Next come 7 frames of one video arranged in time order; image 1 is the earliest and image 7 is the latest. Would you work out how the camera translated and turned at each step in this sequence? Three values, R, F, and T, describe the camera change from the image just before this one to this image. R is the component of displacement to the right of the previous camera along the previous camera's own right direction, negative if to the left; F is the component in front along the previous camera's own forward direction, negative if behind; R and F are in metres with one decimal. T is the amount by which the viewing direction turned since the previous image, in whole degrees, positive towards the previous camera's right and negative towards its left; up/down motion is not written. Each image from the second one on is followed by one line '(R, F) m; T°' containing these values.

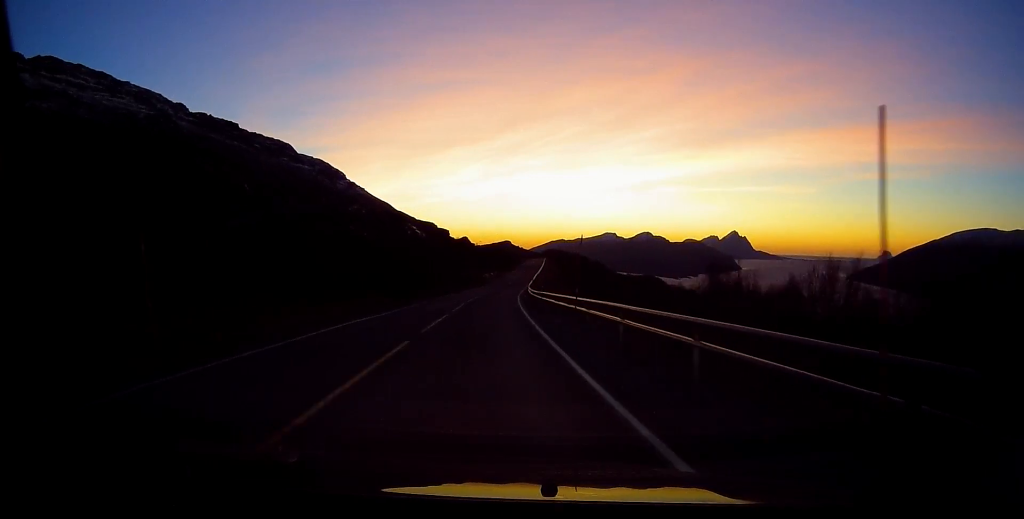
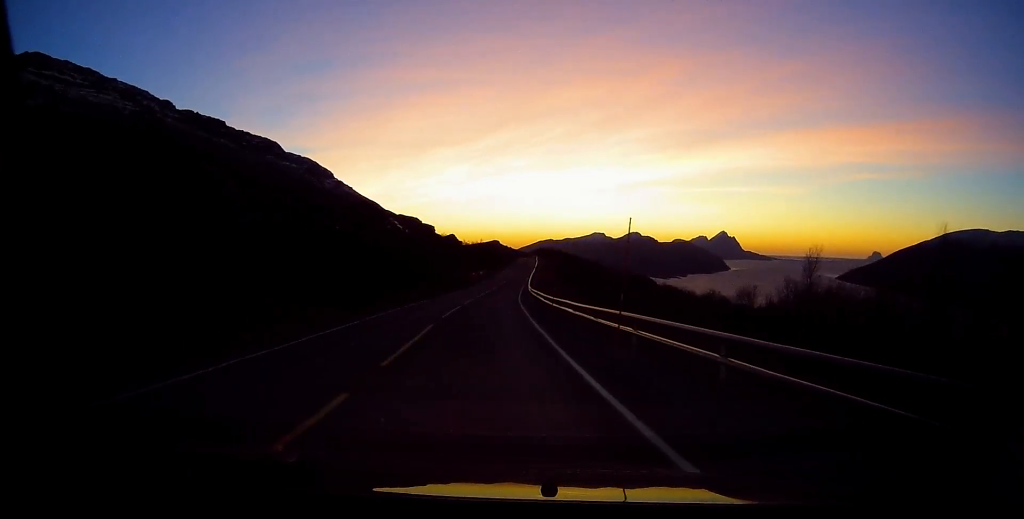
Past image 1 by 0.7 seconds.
(+0.3, +16.6) m; +1°
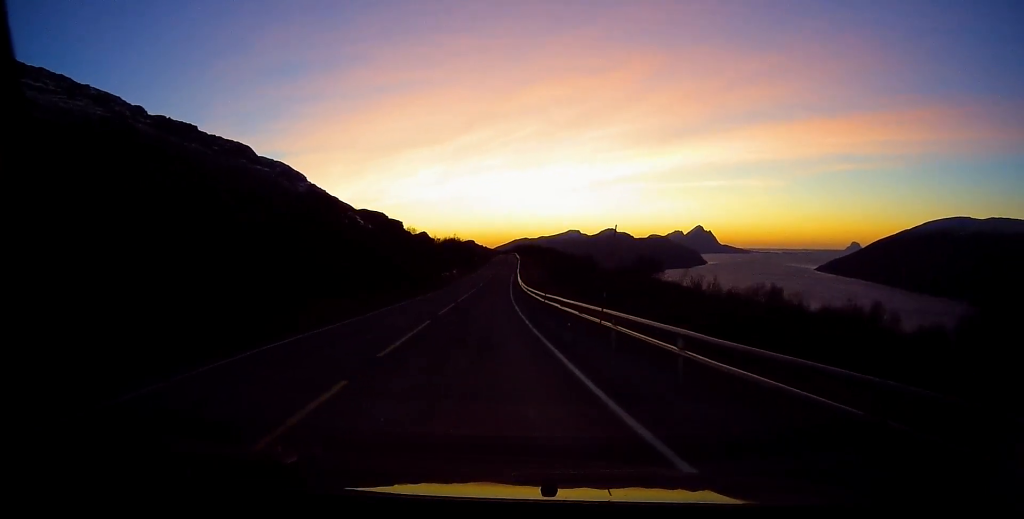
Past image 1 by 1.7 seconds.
(+0.1, +22.7) m; +1°
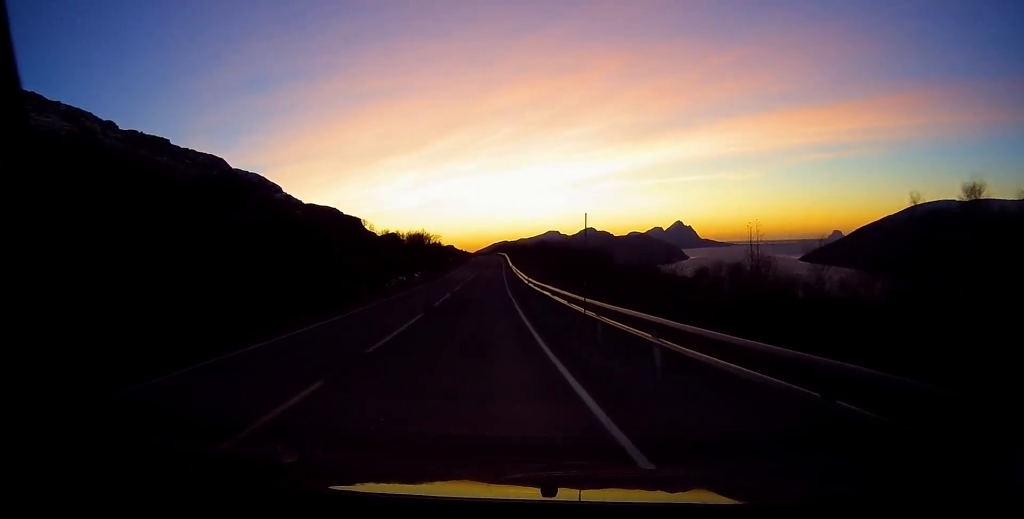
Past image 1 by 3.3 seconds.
(+1.1, +35.7) m; +3°
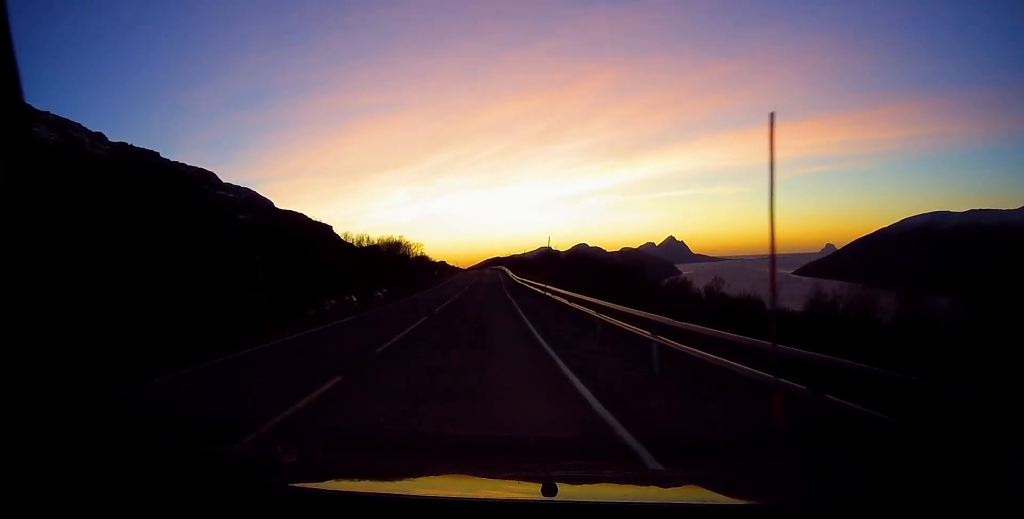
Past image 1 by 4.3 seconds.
(0.0, +23.5) m; 0°
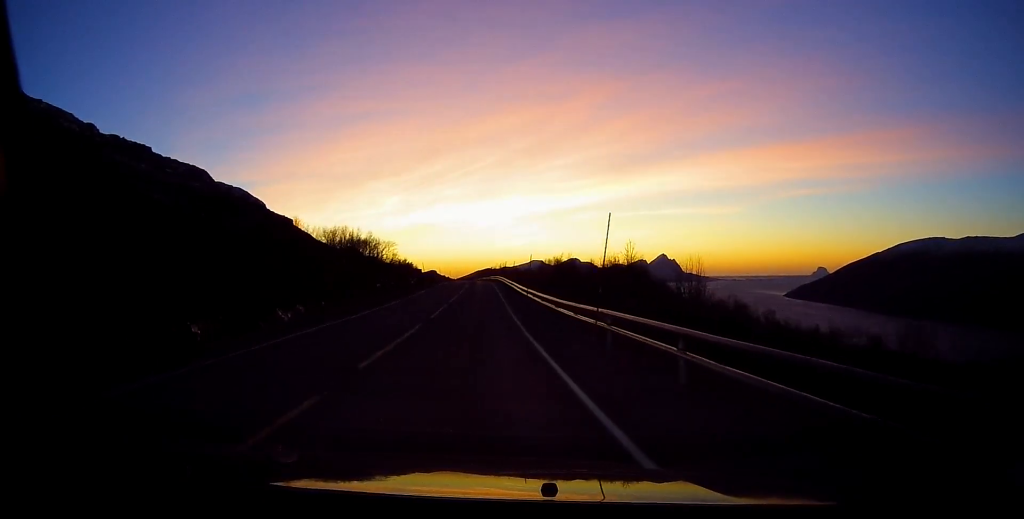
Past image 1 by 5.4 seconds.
(0.0, +24.9) m; 0°
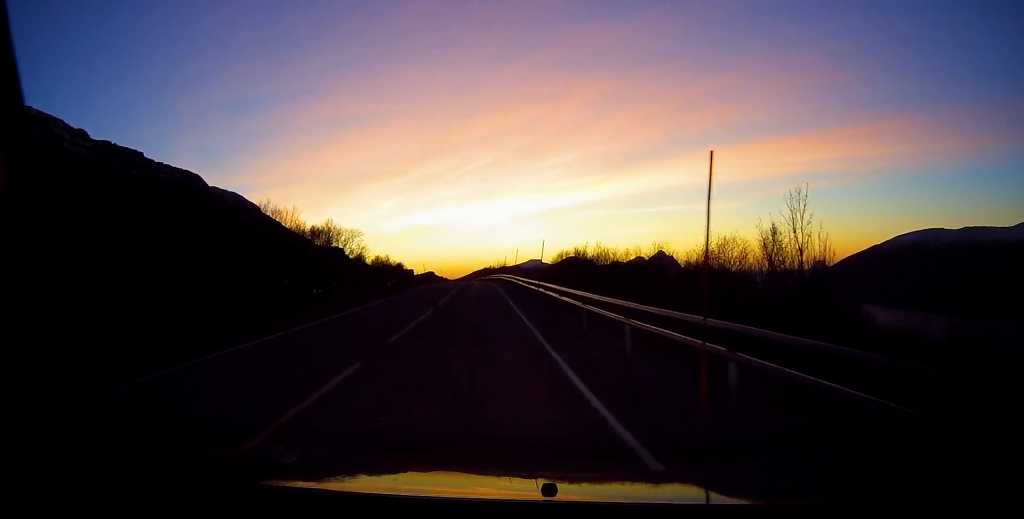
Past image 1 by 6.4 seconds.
(-0.1, +20.9) m; 0°
